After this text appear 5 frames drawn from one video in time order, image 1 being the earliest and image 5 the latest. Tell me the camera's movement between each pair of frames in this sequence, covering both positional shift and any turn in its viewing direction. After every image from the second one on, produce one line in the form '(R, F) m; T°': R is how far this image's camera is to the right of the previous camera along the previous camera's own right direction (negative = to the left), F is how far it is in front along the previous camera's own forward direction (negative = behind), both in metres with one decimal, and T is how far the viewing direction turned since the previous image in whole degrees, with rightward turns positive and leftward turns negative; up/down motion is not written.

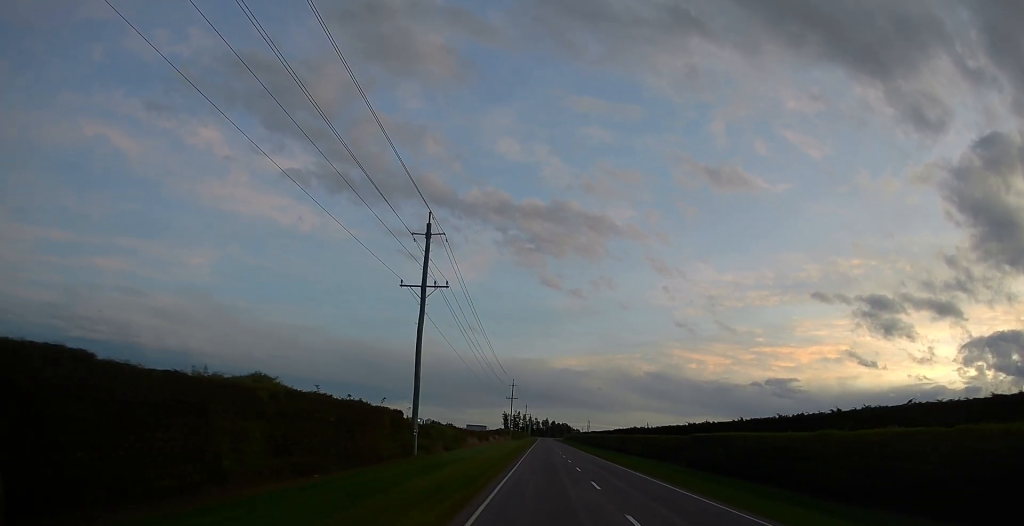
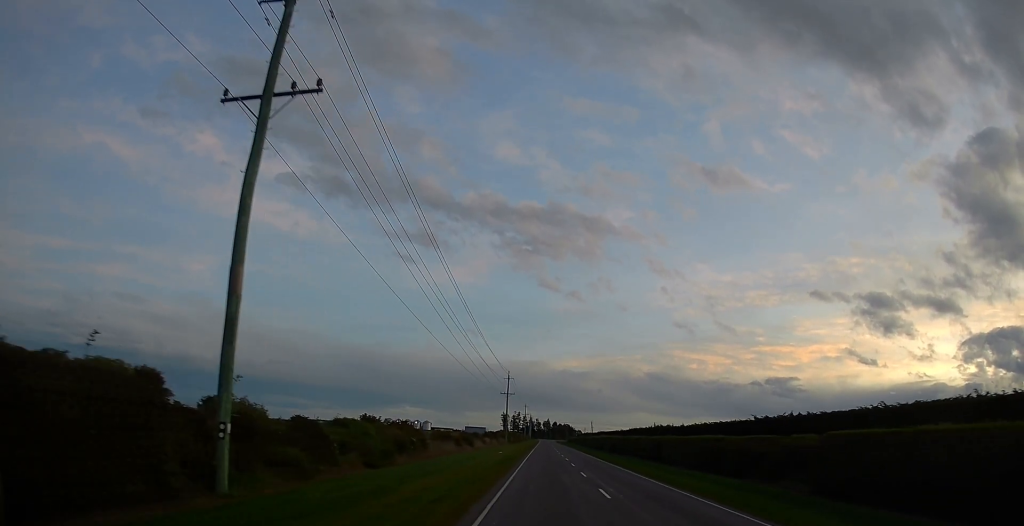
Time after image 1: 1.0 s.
(-0.3, +21.9) m; -1°
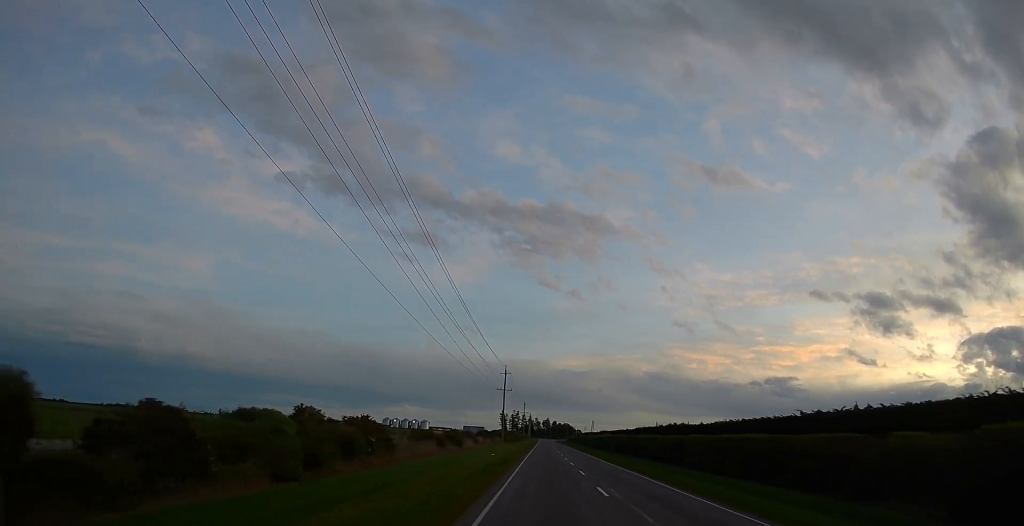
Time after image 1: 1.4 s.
(-0.2, +9.2) m; 0°
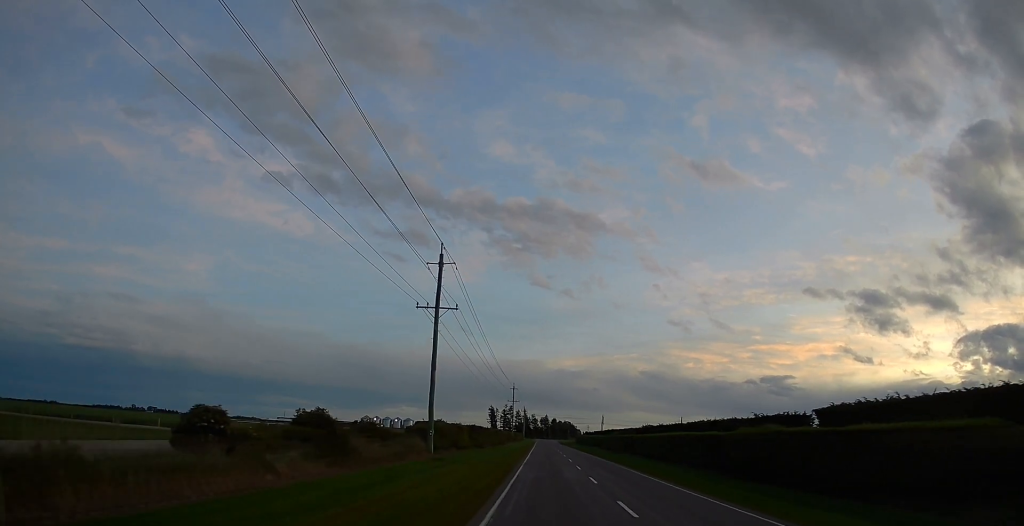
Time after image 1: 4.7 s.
(+0.5, +73.5) m; -1°
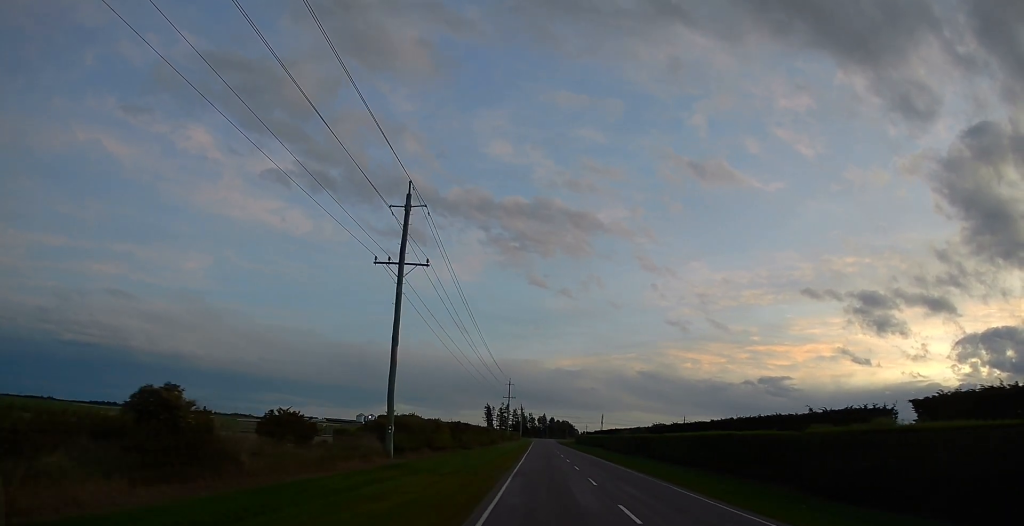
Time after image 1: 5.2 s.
(+0.2, +10.7) m; +1°
